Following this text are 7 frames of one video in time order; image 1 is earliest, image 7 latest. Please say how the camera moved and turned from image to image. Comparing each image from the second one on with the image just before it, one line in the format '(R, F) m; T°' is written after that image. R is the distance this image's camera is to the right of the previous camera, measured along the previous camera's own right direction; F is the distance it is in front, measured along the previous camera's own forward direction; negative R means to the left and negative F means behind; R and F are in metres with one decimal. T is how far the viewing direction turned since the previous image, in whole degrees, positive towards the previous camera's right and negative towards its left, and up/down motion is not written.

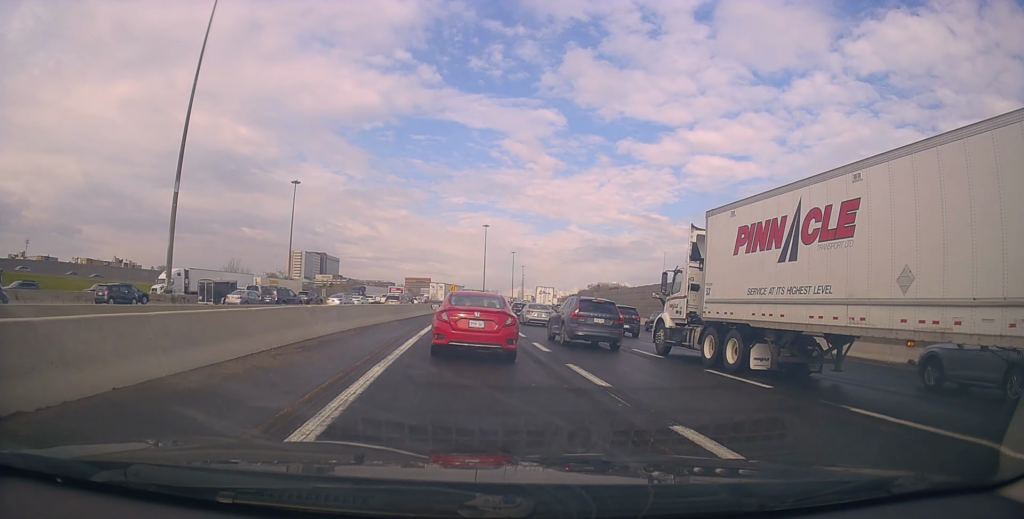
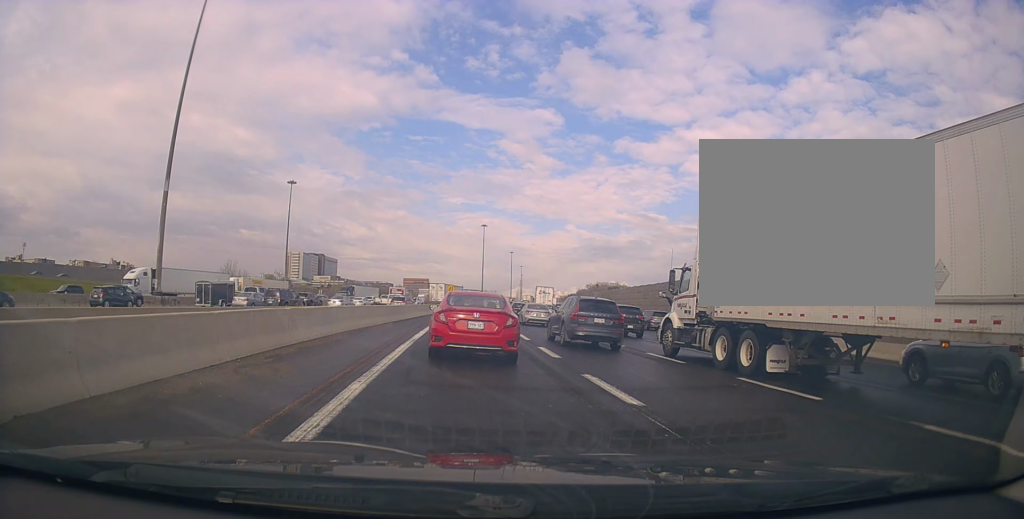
(+0.1, +1.8) m; +3°
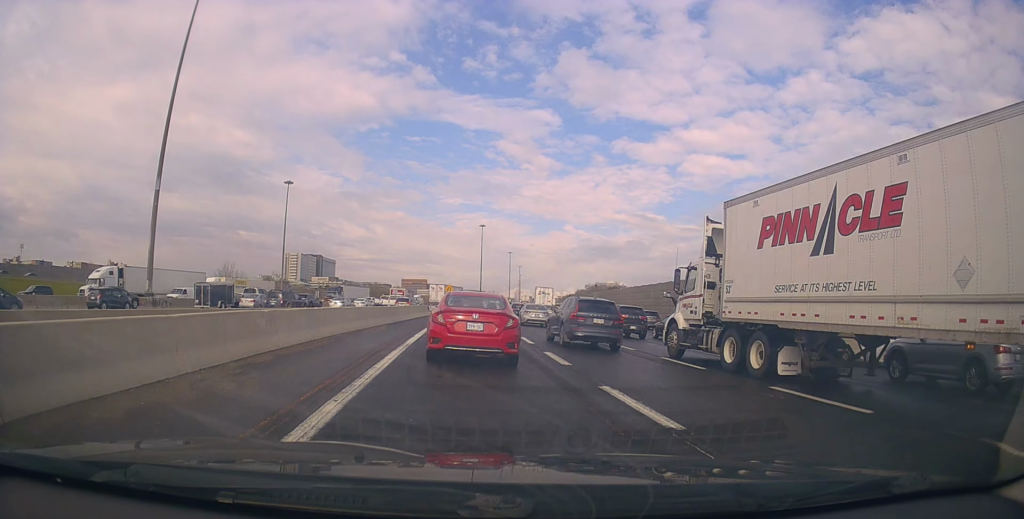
(0.0, +1.7) m; +2°
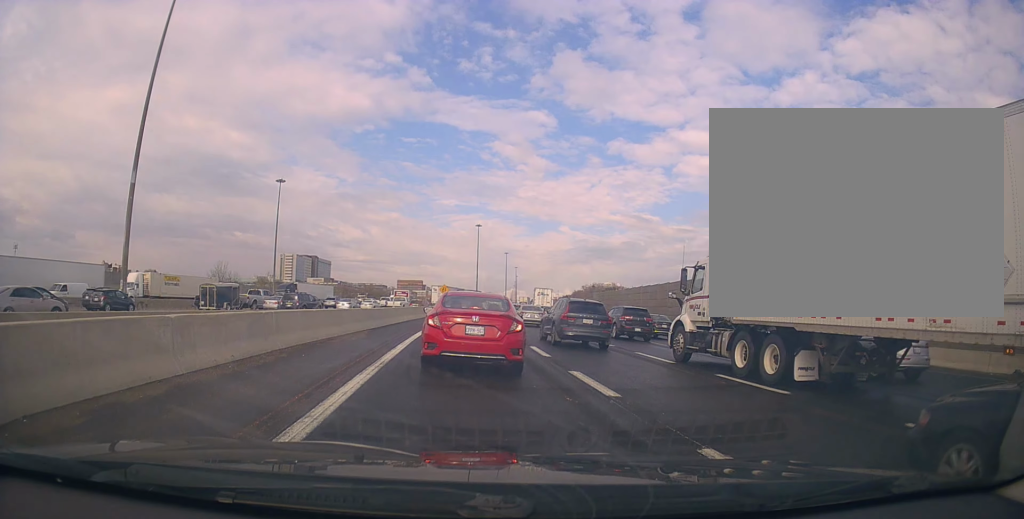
(+0.5, +4.3) m; +6°
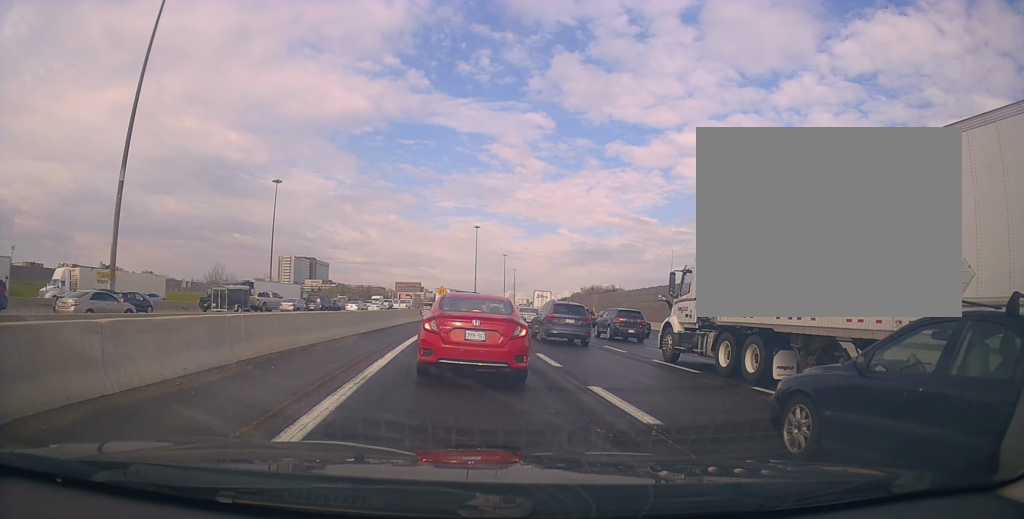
(-0.2, +2.0) m; -2°
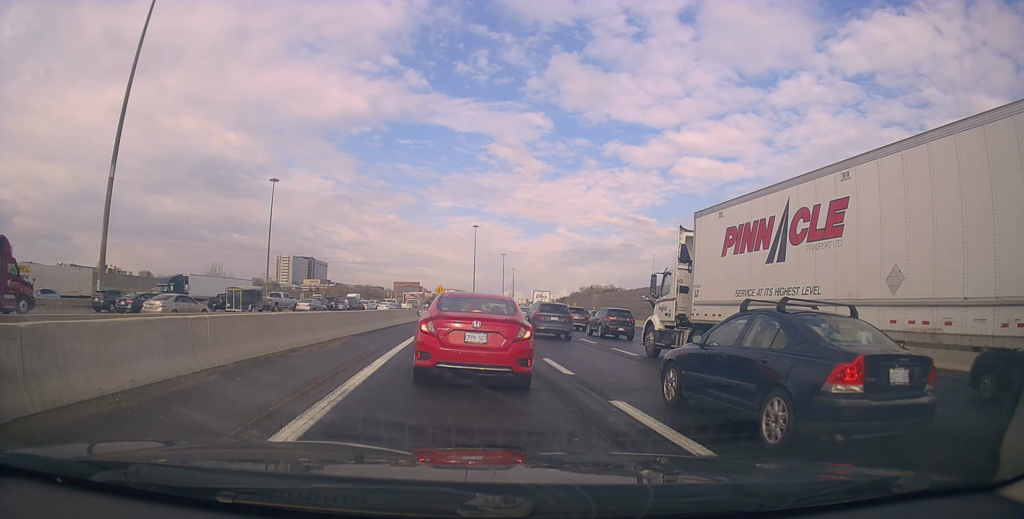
(0.0, +1.6) m; 0°
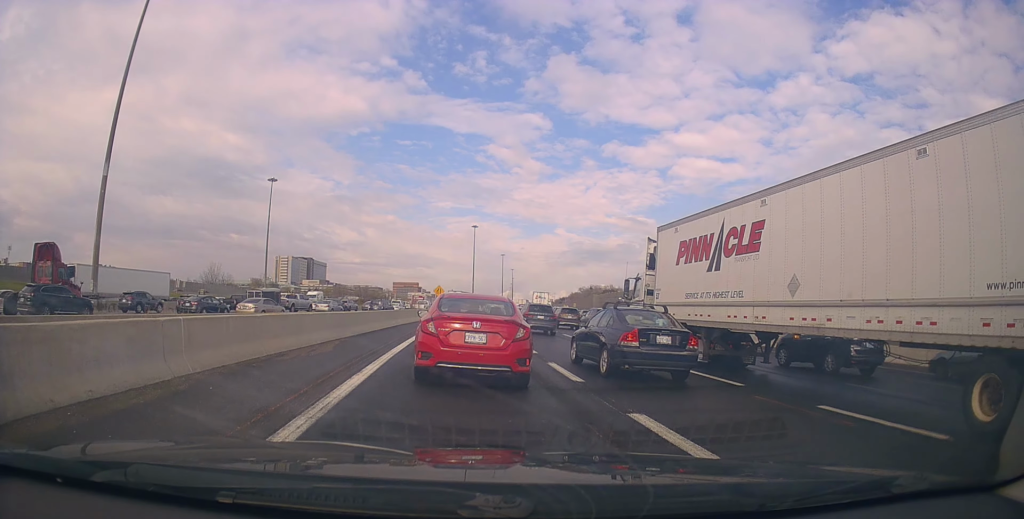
(-0.2, +0.7) m; 0°
